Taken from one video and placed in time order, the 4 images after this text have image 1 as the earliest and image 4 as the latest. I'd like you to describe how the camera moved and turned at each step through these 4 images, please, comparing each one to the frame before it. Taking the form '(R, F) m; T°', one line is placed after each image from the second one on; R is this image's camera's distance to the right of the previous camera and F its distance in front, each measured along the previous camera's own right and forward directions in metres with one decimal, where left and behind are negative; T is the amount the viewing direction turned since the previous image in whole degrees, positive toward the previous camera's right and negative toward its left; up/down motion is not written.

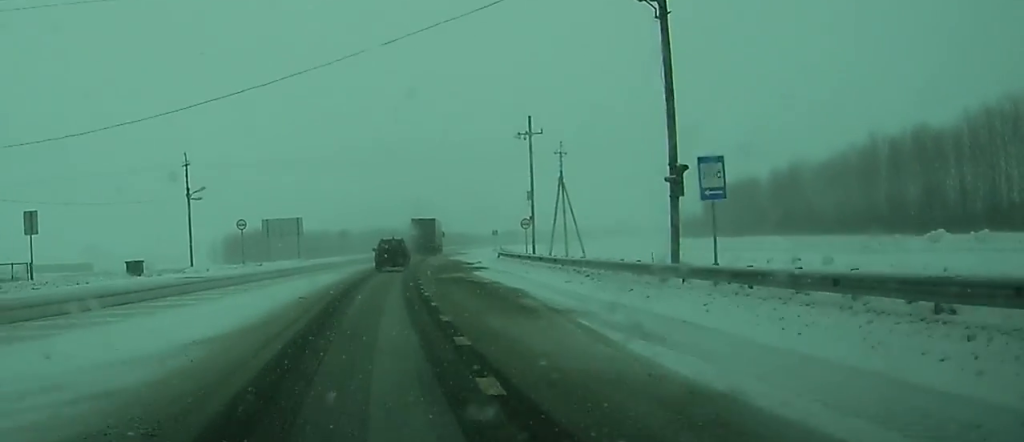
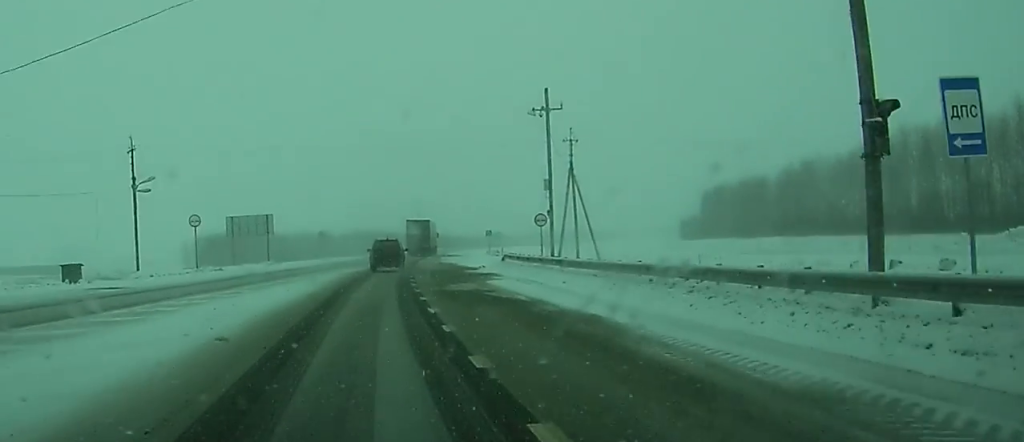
(+0.1, +9.9) m; +1°
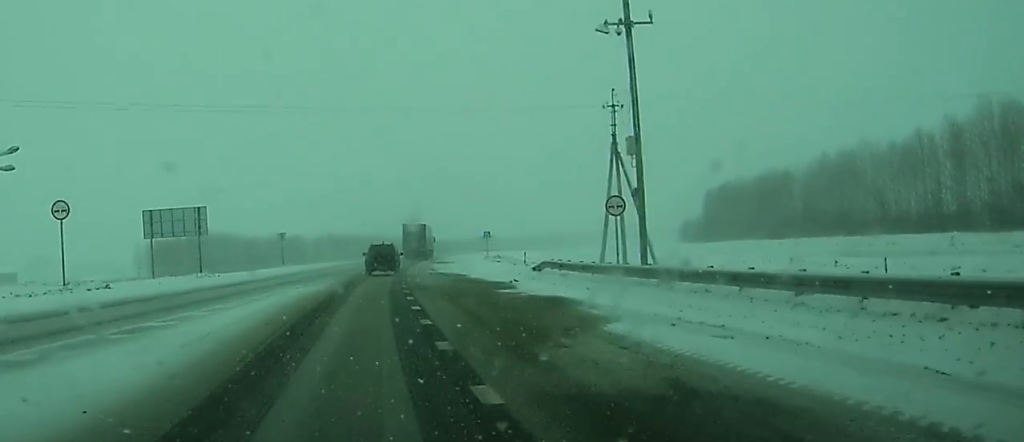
(+0.3, +17.5) m; +2°
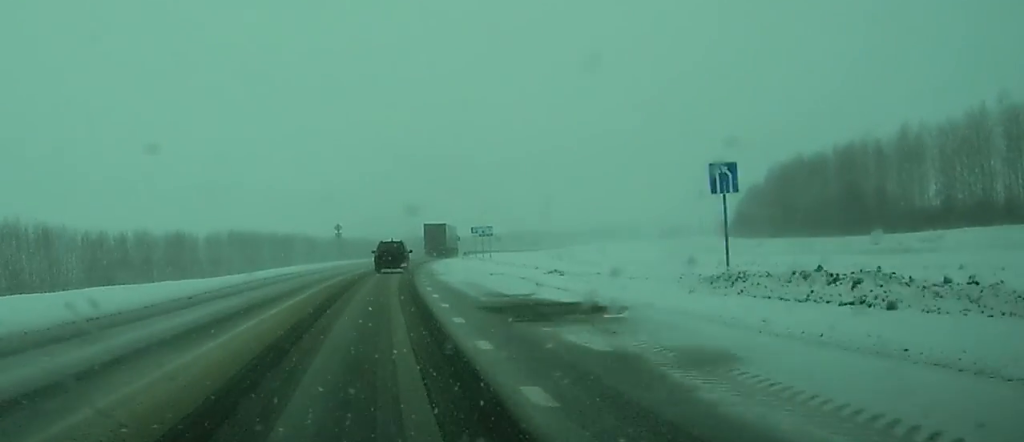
(+3.4, +67.1) m; +6°
